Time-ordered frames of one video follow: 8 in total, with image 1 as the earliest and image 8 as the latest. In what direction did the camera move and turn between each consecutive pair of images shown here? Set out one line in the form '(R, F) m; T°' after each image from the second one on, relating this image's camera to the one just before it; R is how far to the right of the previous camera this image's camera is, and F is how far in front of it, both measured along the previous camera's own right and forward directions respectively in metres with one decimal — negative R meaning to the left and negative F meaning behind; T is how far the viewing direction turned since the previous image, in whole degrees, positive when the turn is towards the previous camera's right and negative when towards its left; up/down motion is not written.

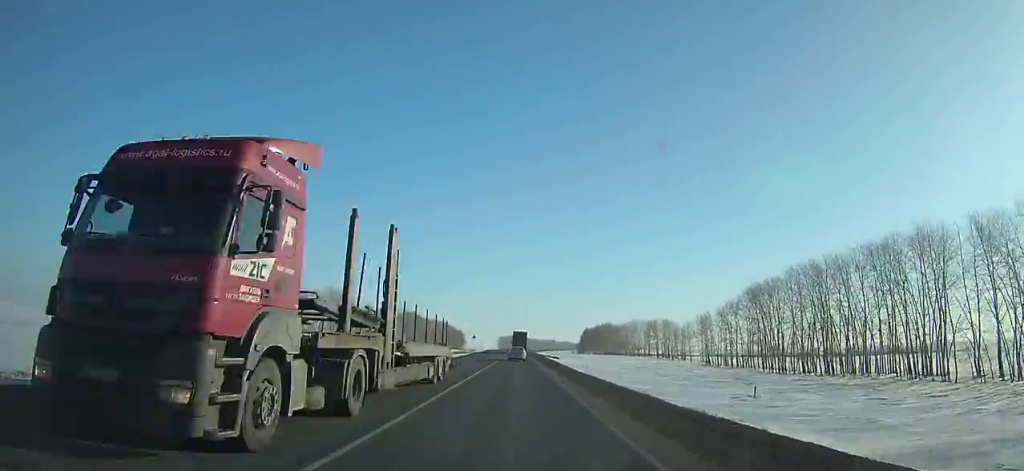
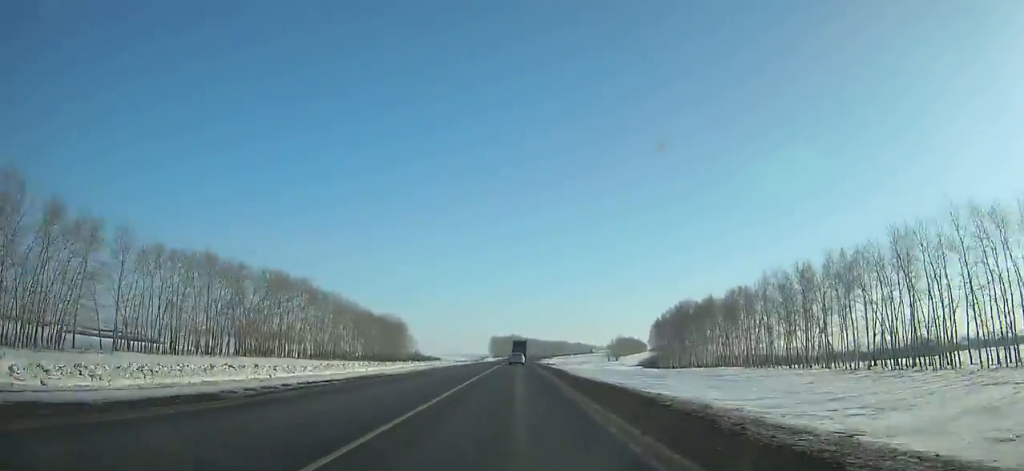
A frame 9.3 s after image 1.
(+0.4, +206.9) m; 0°
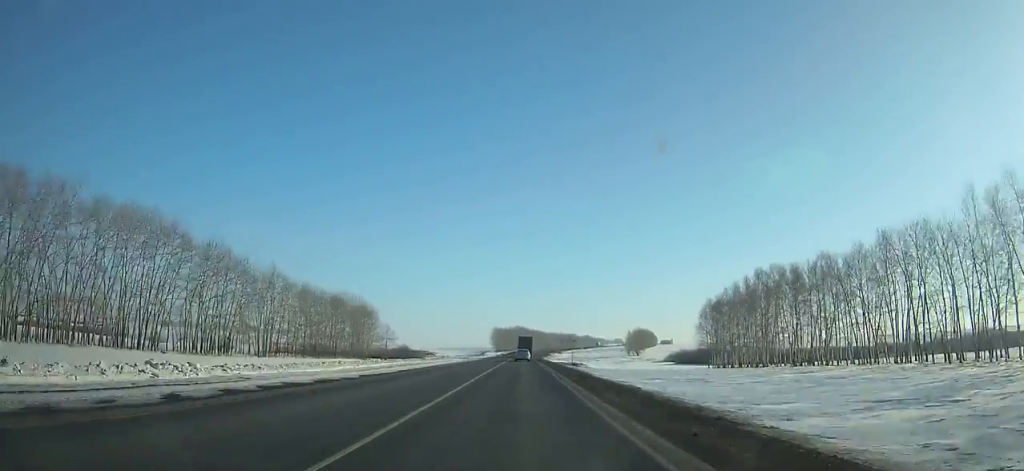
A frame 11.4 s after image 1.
(0.0, +48.4) m; 0°
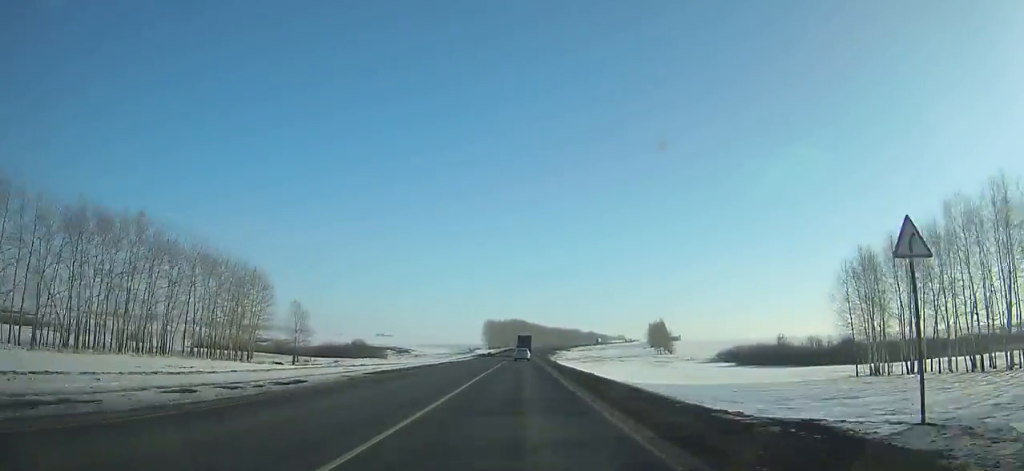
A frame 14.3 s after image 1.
(-0.2, +67.3) m; 0°
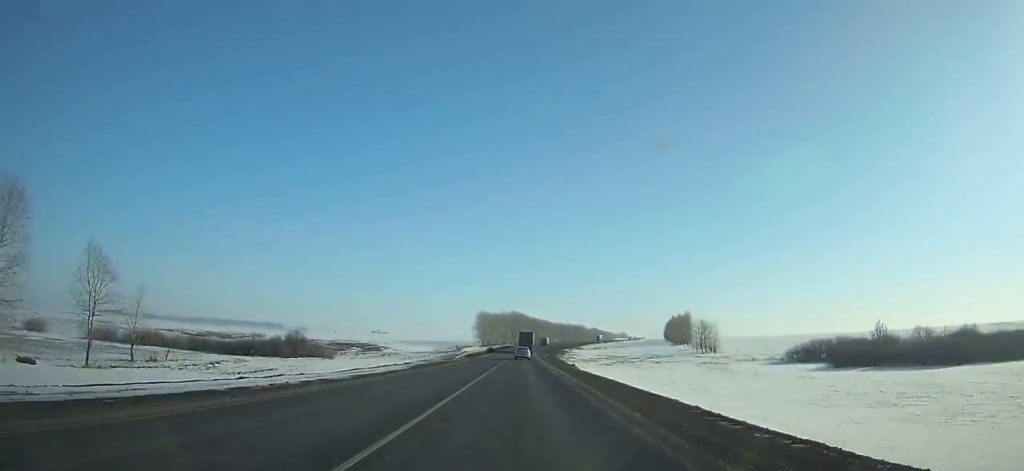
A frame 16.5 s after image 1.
(+0.1, +51.3) m; 0°
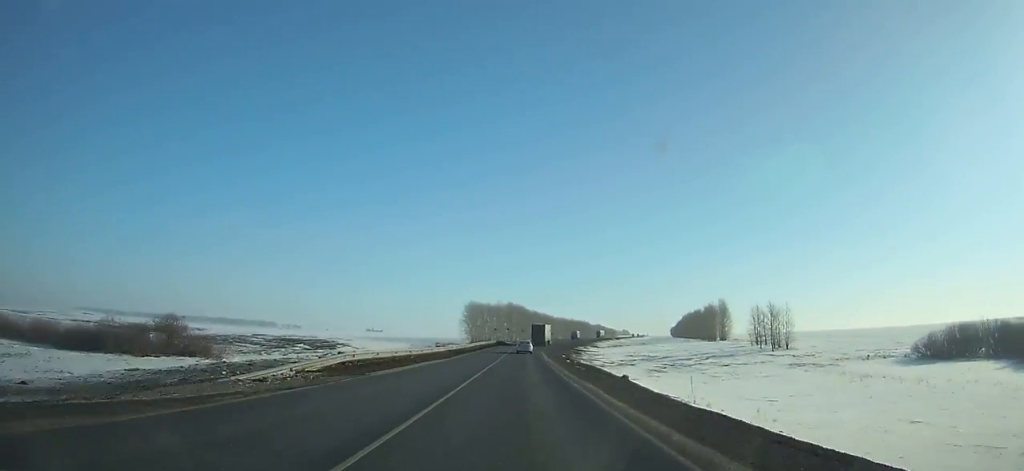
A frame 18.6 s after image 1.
(+0.3, +48.7) m; +1°
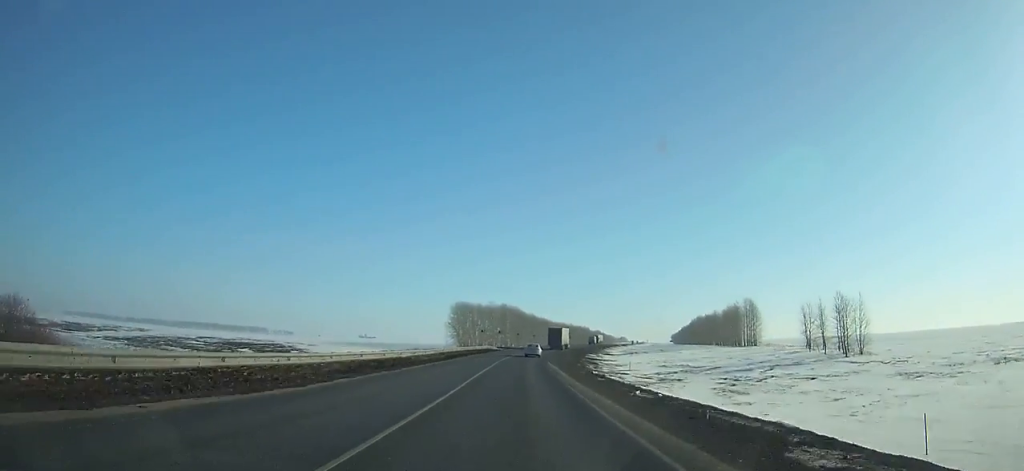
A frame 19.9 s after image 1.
(0.0, +30.0) m; +1°
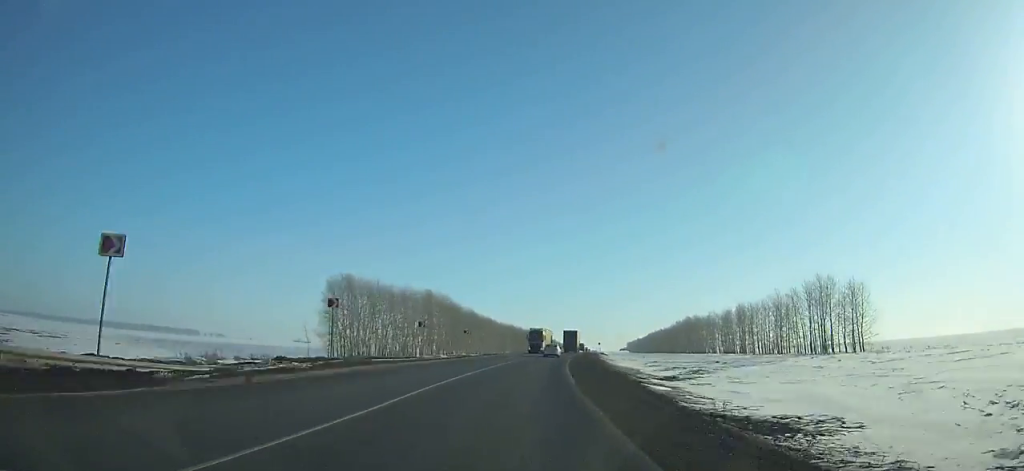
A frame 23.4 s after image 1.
(+3.5, +79.5) m; +6°
